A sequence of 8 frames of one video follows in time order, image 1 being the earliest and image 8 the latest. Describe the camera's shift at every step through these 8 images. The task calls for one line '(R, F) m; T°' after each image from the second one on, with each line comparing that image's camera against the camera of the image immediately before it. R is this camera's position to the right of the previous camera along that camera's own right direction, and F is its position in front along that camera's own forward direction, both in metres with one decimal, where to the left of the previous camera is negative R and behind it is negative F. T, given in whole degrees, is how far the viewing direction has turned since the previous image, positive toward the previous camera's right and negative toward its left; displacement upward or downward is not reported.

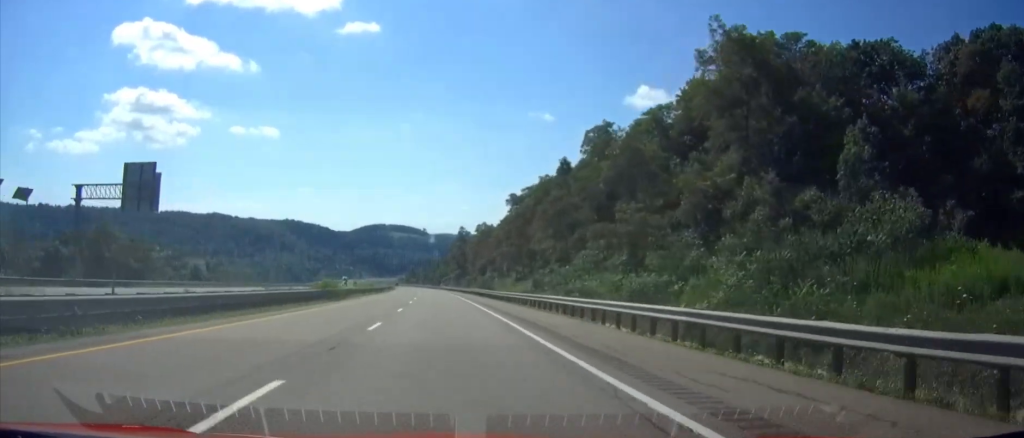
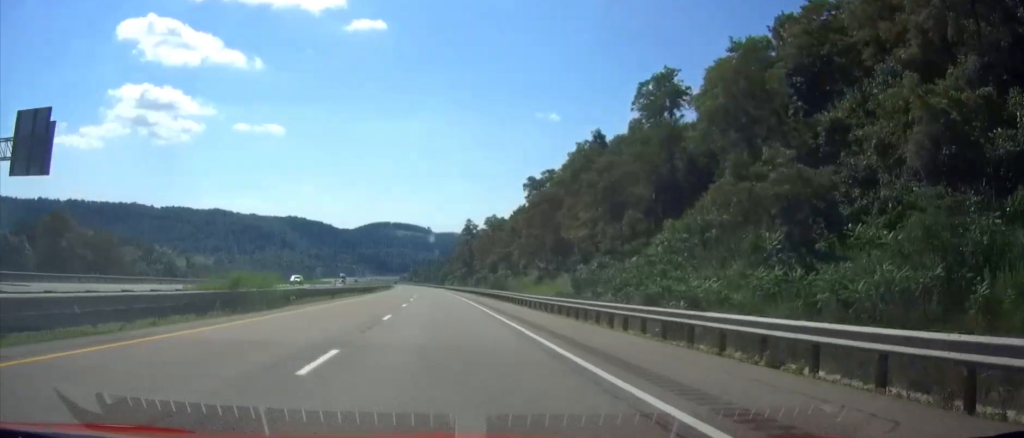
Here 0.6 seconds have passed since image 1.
(0.0, +20.0) m; 0°
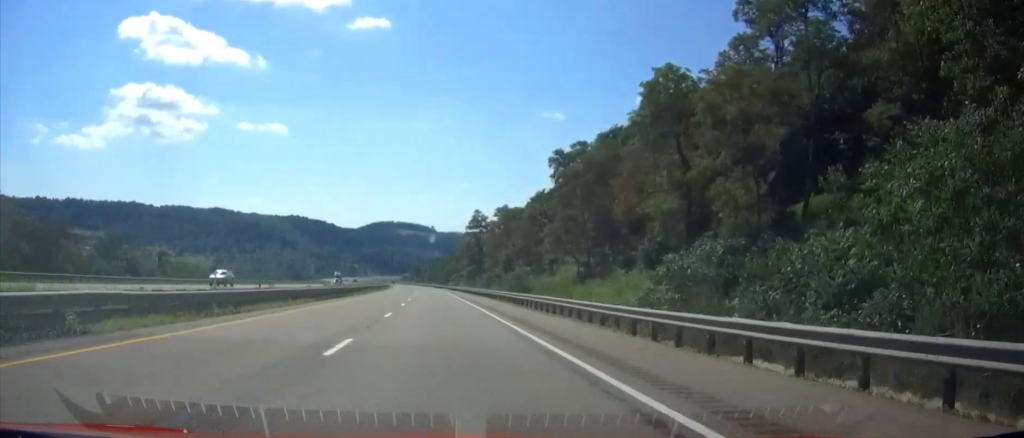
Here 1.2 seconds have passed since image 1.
(-0.2, +22.3) m; 0°
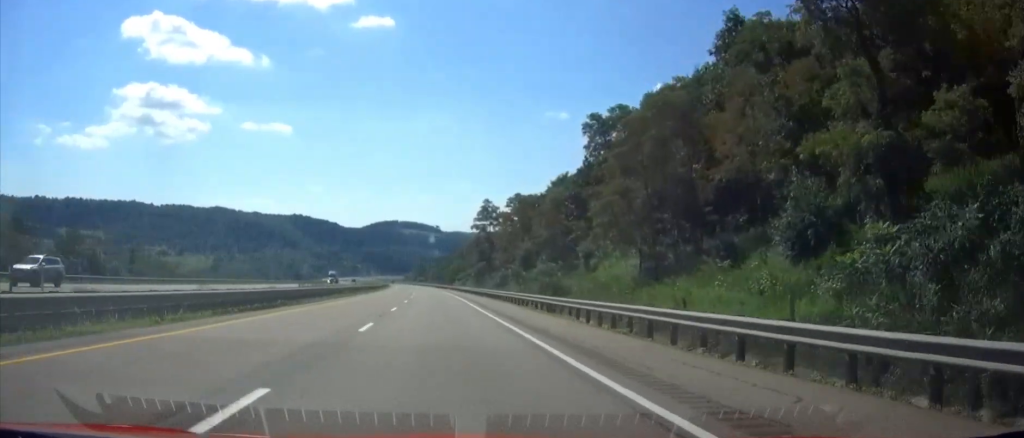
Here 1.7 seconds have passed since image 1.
(-0.1, +18.8) m; 0°
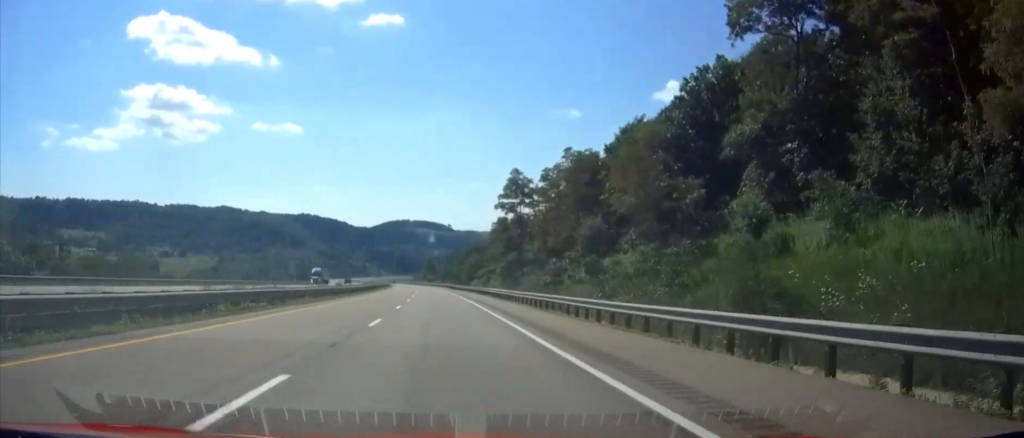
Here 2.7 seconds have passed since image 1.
(-0.2, +35.2) m; -1°
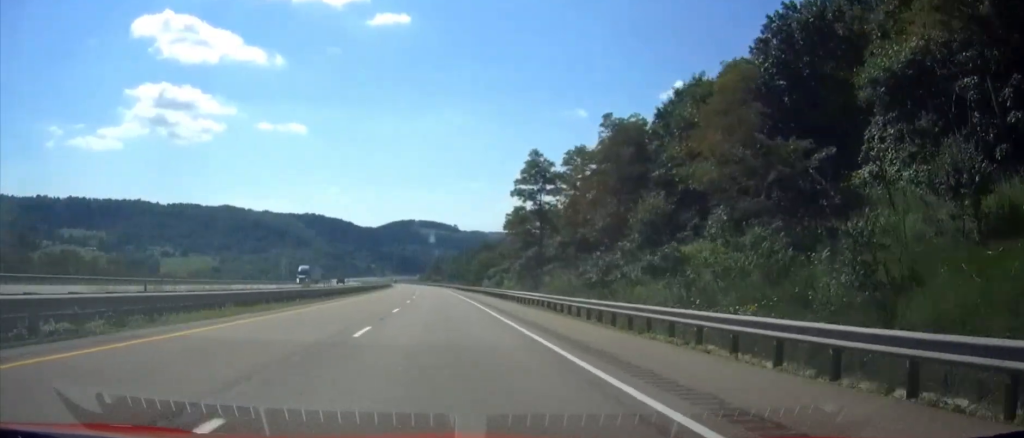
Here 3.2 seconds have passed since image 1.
(-0.2, +15.3) m; 0°
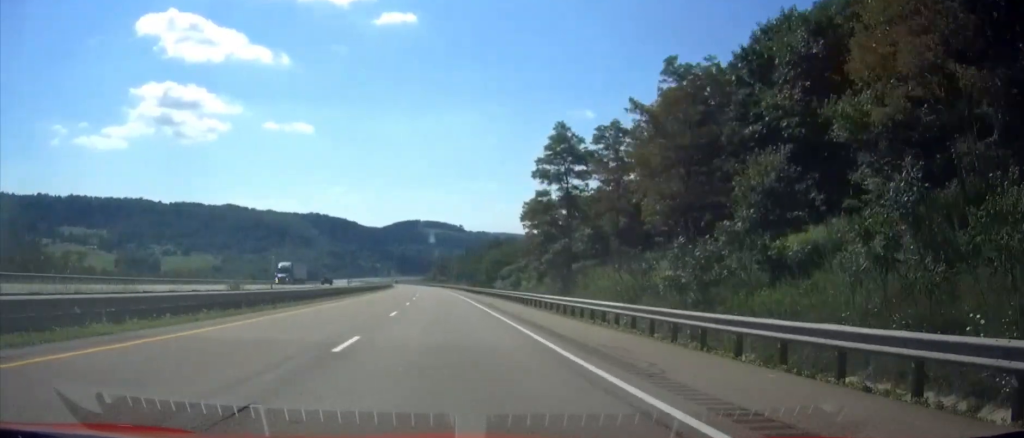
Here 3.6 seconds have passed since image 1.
(-0.1, +15.3) m; 0°
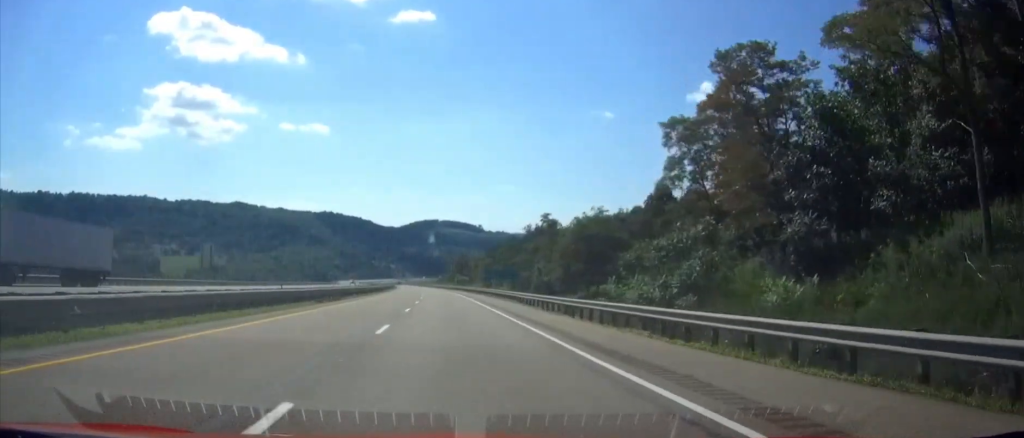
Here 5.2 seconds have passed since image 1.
(-1.4, +56.6) m; -3°
